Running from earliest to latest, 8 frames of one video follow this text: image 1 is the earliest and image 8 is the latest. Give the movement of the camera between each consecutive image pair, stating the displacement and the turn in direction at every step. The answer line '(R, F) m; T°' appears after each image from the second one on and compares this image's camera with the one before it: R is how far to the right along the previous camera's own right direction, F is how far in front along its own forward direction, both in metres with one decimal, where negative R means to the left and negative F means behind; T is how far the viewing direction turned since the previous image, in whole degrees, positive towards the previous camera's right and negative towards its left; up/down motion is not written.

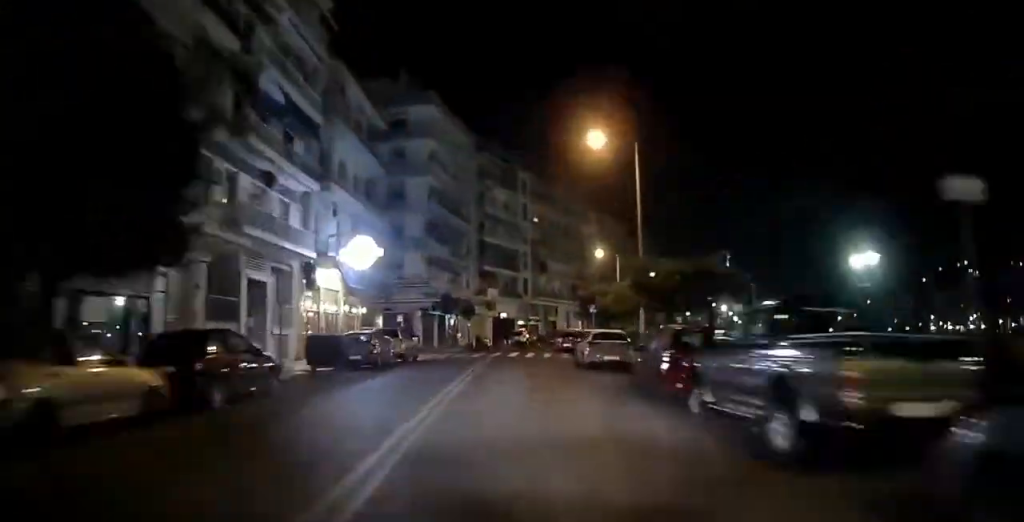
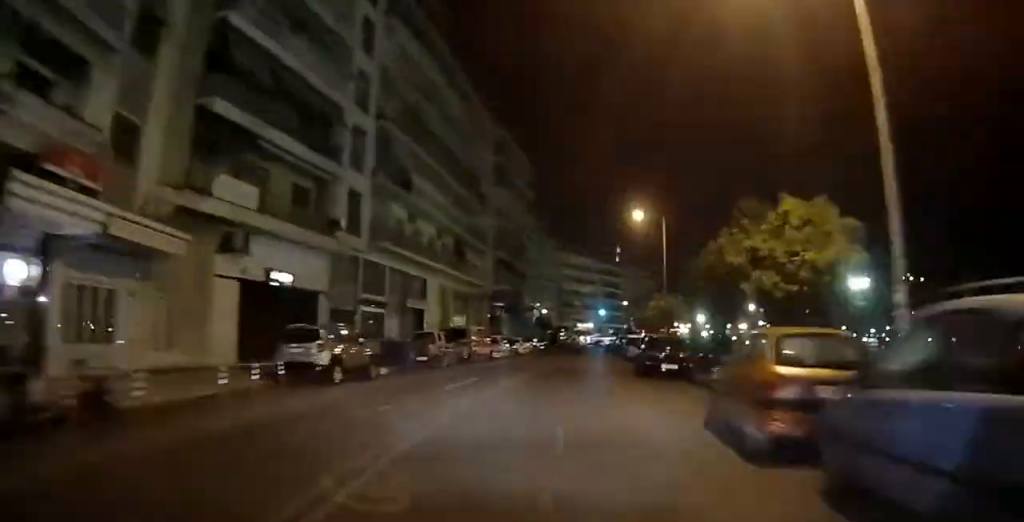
(+6.7, +53.2) m; +11°
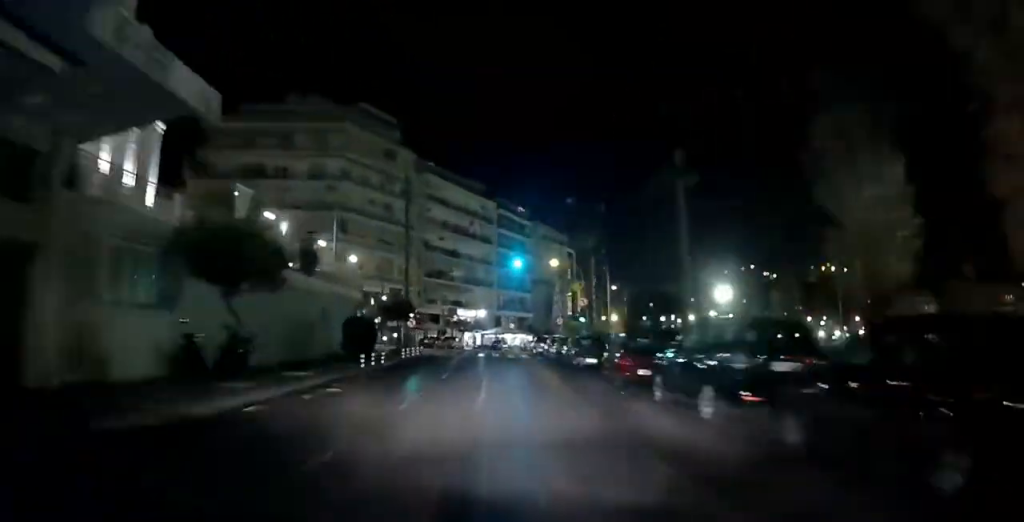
(+6.2, +67.1) m; +11°
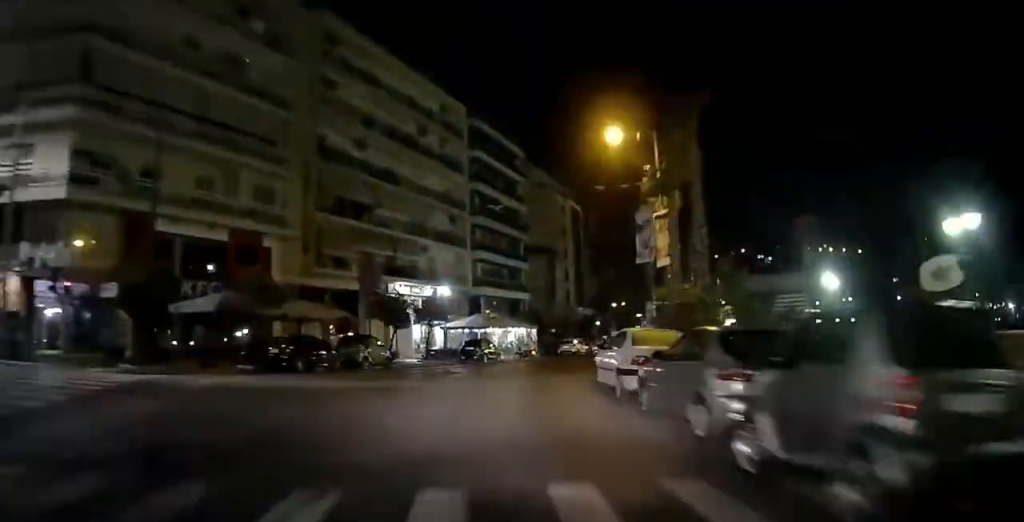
(+3.1, +36.7) m; +6°
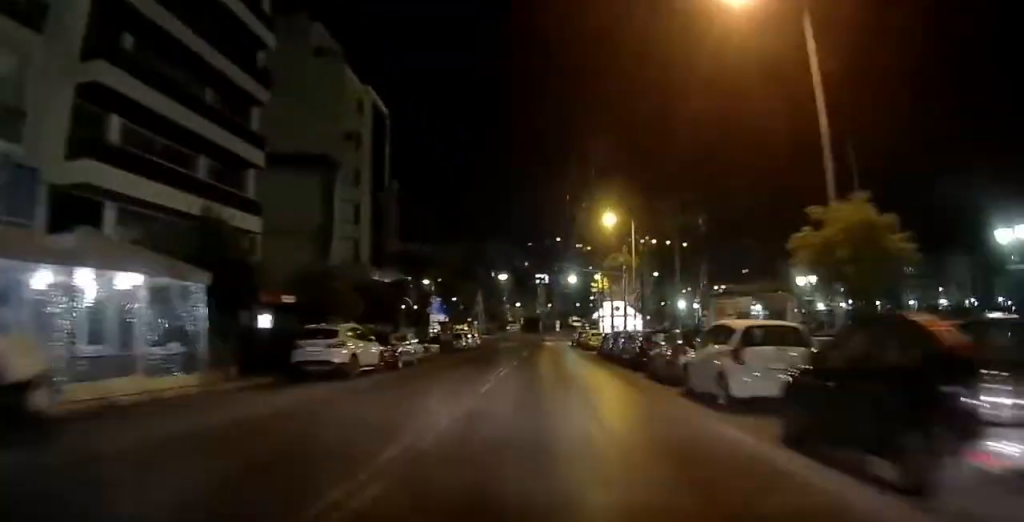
(+1.5, +32.4) m; +4°
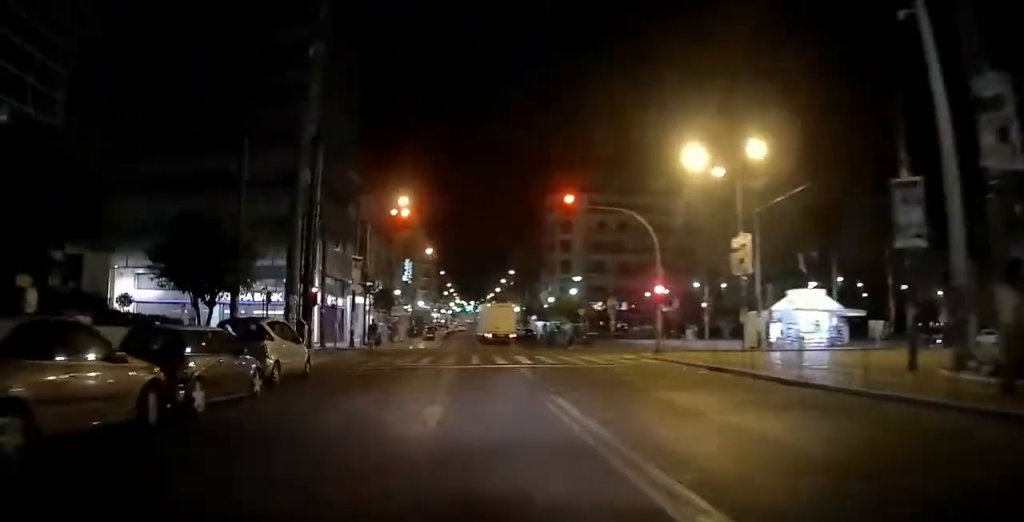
(-1.4, +55.8) m; -14°
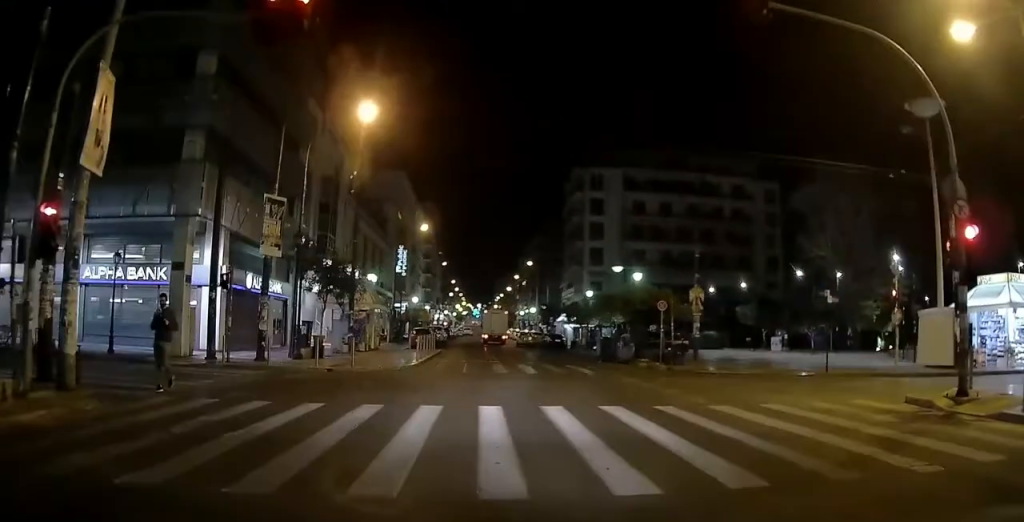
(-2.2, +16.3) m; -12°
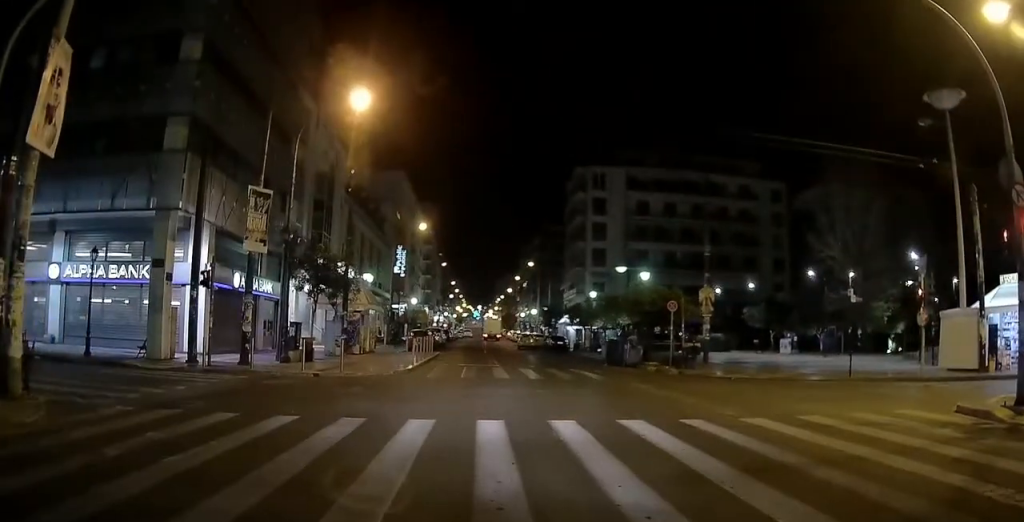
(-0.6, +8.0) m; -4°
